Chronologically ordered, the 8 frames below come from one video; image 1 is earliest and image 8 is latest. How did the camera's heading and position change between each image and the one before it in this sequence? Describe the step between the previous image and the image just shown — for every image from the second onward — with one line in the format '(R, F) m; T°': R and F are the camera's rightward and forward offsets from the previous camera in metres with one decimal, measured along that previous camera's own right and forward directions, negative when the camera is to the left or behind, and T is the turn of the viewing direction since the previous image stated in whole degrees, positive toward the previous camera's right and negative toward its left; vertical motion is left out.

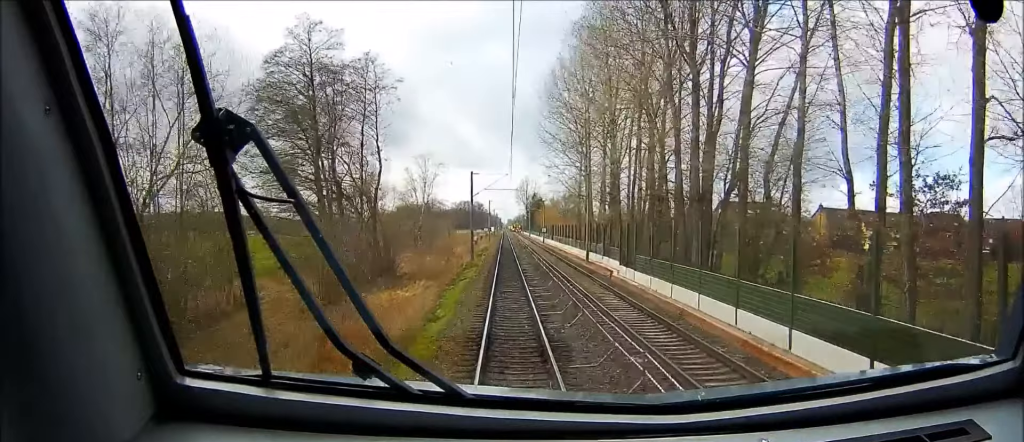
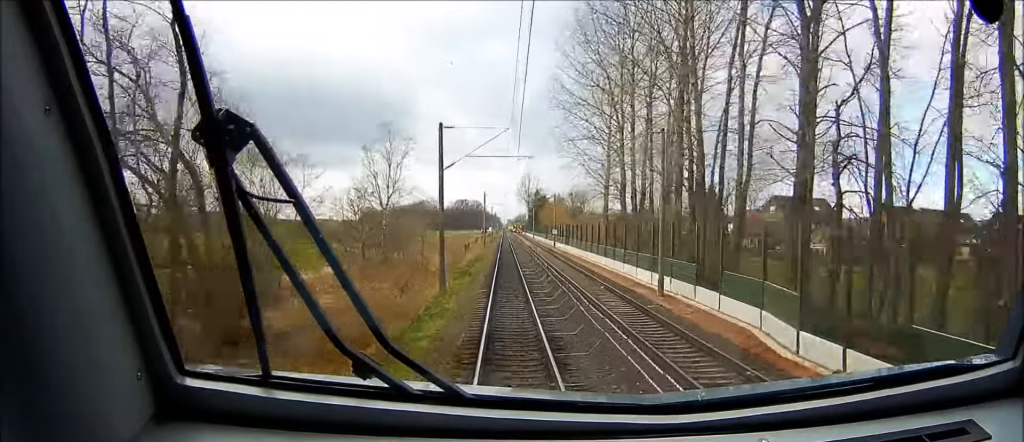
(+0.2, +33.8) m; +1°
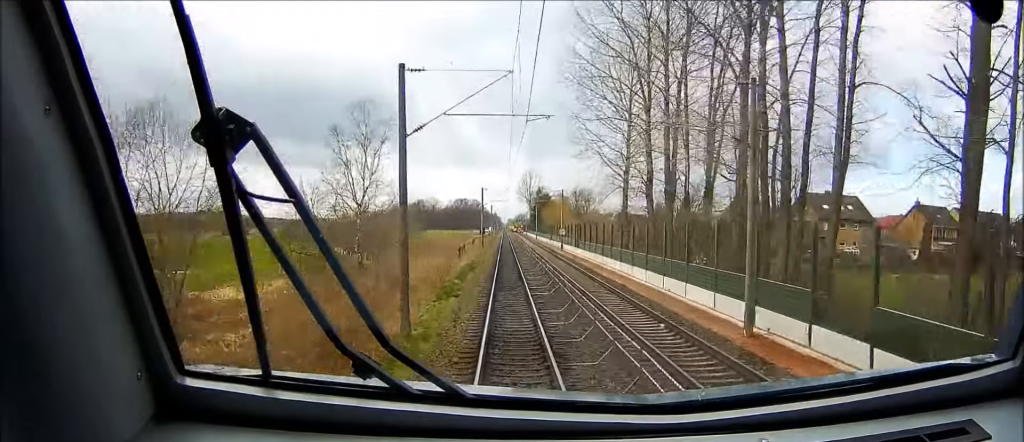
(0.0, +14.1) m; 0°
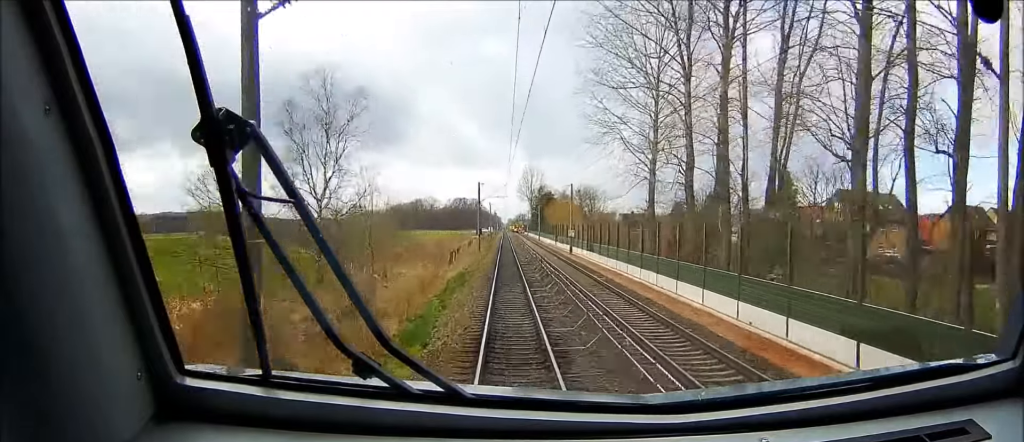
(+0.1, +12.8) m; 0°
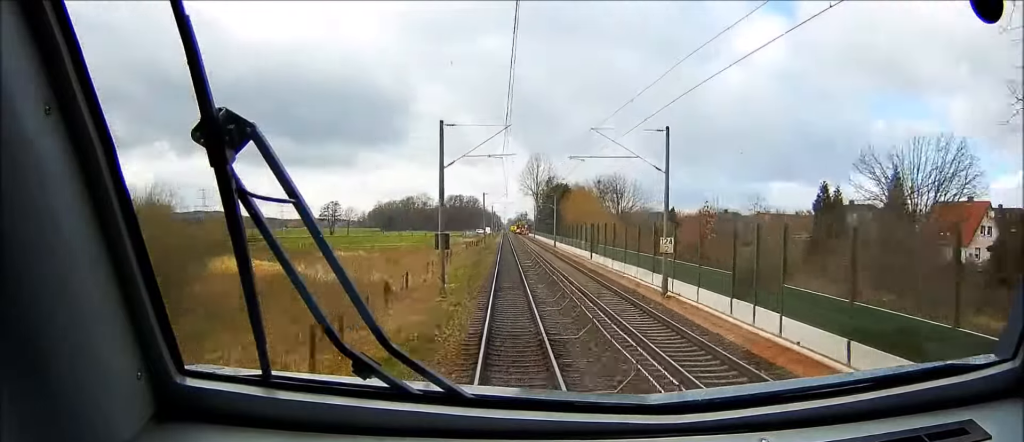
(+0.1, +49.6) m; 0°
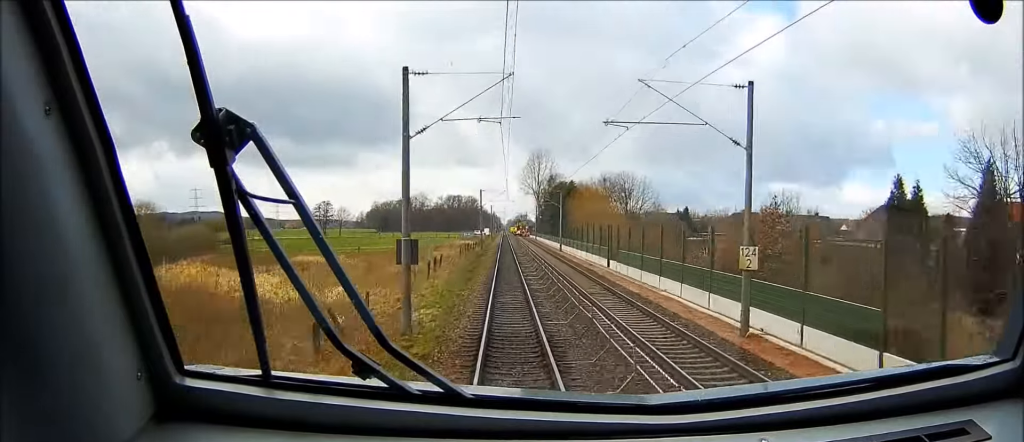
(0.0, +11.9) m; 0°
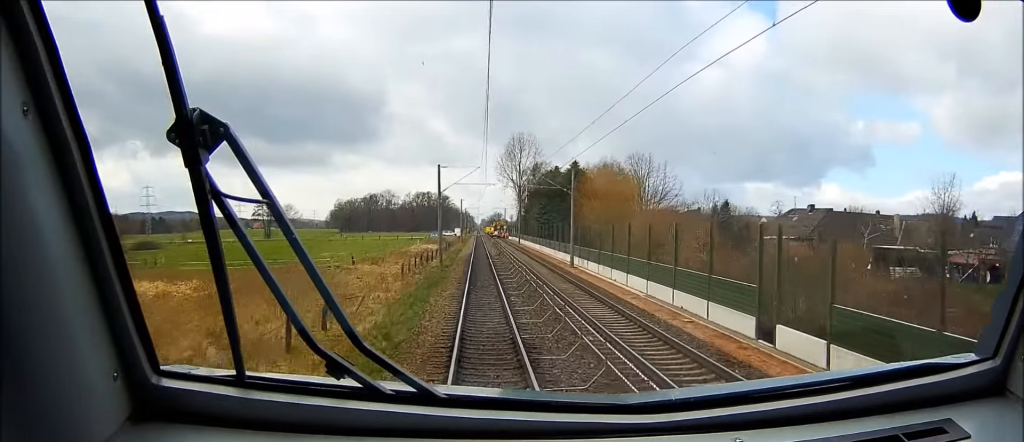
(+0.1, +38.7) m; 0°
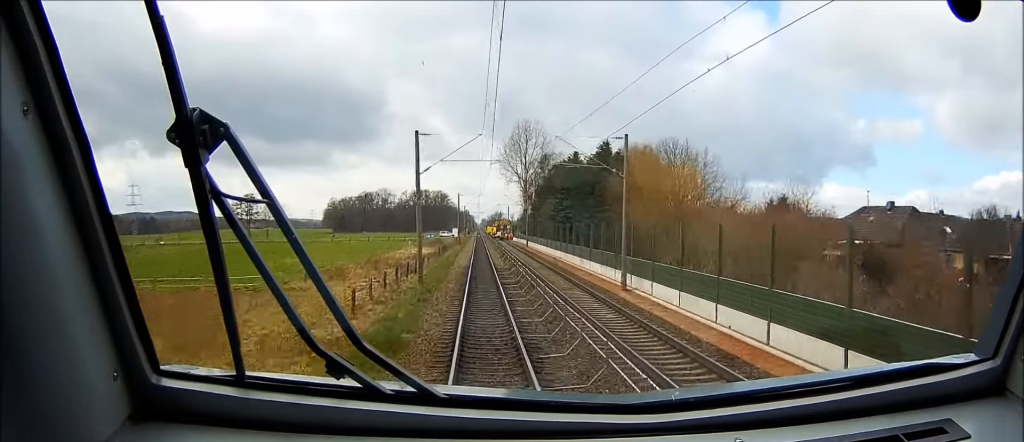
(-0.1, +21.1) m; 0°
